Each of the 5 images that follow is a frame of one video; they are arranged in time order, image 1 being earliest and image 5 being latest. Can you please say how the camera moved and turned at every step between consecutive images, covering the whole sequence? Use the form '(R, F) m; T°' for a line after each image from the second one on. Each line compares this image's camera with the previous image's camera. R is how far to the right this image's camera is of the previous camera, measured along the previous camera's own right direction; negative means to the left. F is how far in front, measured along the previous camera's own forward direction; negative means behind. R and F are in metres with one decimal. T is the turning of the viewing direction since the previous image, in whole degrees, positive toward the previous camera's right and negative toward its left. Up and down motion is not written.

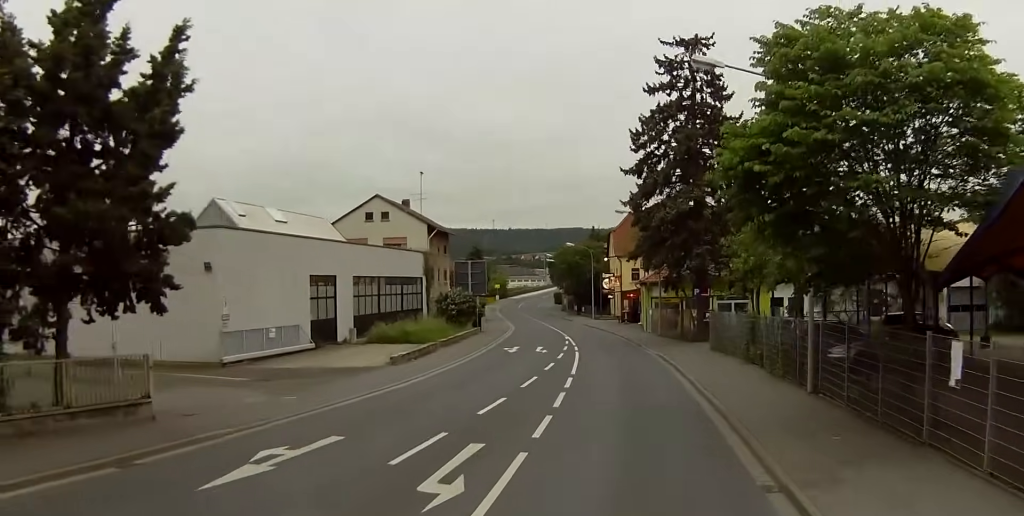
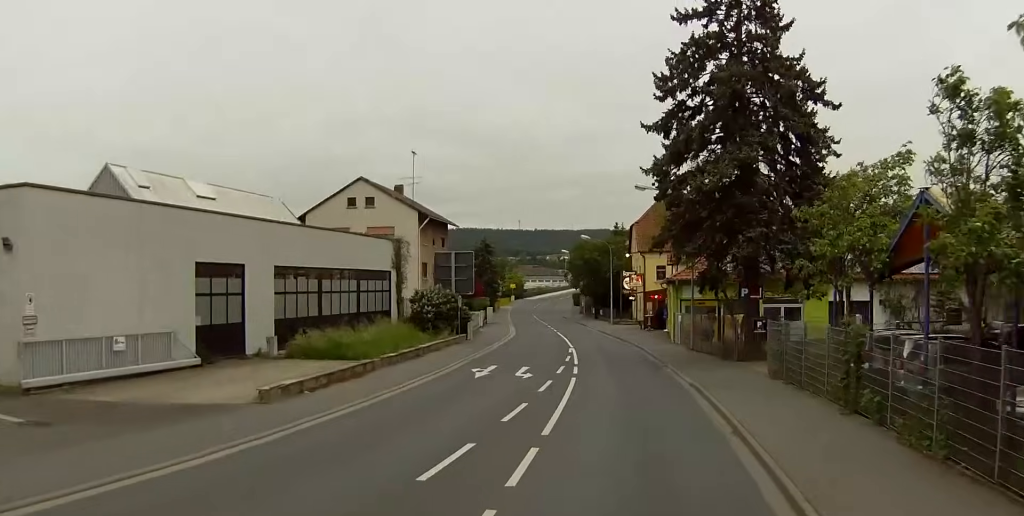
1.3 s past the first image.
(-0.5, +13.4) m; -3°
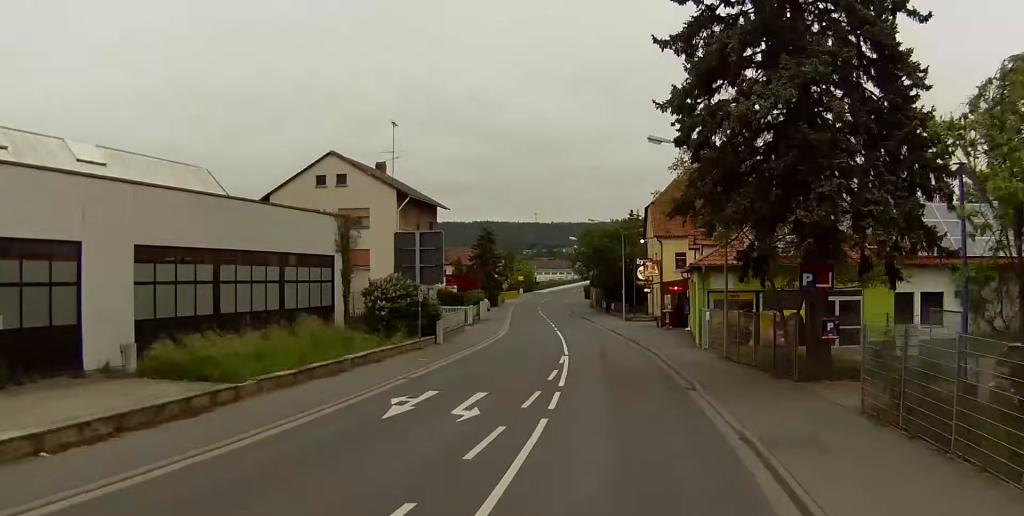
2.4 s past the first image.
(0.0, +11.6) m; -1°
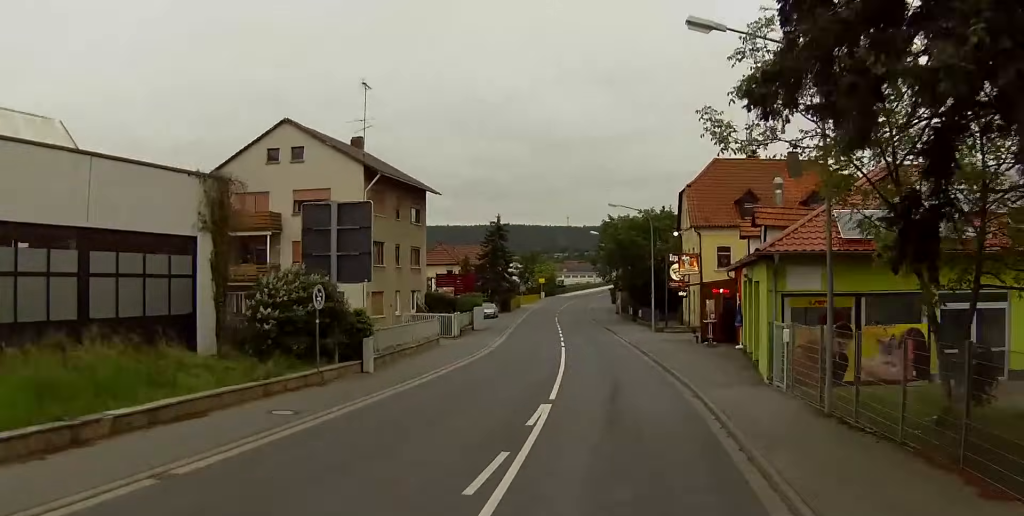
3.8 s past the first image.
(+0.1, +14.6) m; 0°
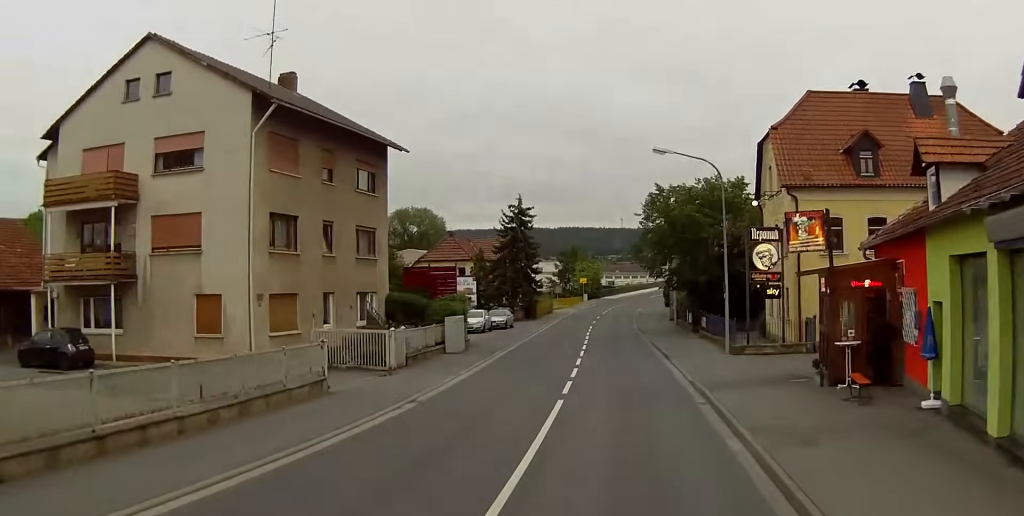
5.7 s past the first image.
(-1.0, +20.6) m; -5°
